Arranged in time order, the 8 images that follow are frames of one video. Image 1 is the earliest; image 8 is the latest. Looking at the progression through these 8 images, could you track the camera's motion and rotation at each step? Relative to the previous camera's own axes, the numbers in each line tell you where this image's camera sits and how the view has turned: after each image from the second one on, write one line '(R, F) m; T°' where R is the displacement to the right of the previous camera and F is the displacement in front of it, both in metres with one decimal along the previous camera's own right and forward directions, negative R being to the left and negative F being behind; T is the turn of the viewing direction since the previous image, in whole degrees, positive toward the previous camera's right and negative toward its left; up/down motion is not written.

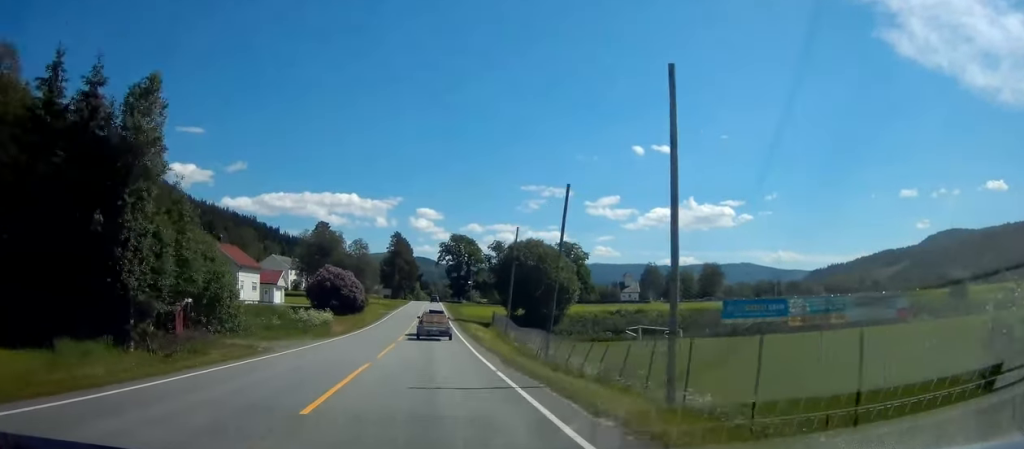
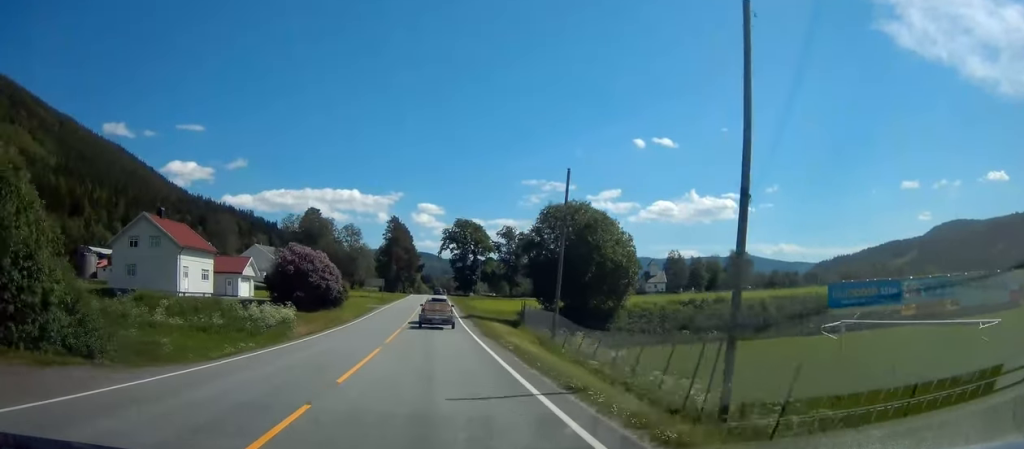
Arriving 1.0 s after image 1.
(0.0, +20.1) m; 0°
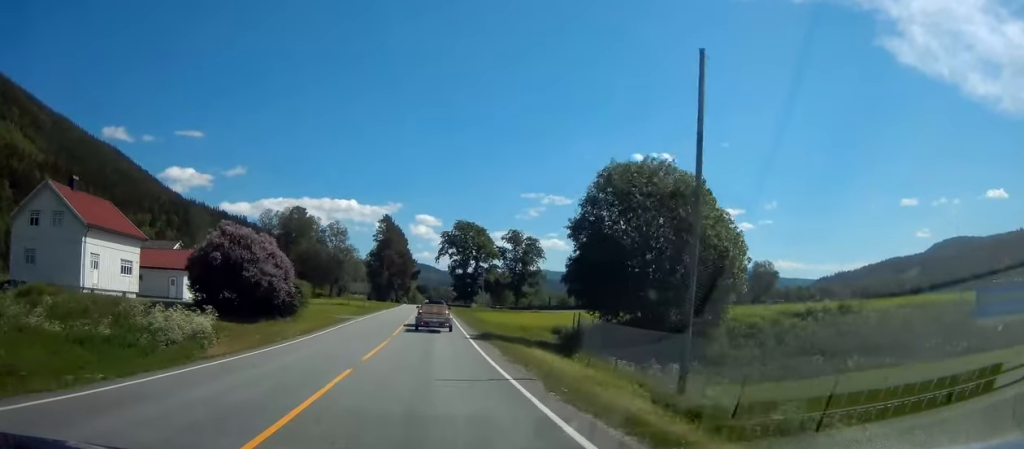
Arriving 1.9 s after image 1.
(-0.1, +18.1) m; -1°
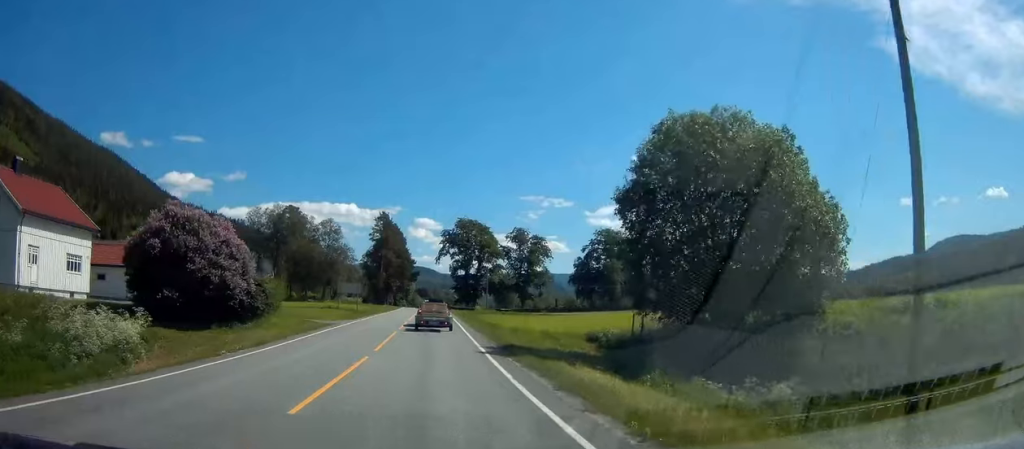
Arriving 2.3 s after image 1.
(0.0, +8.9) m; 0°
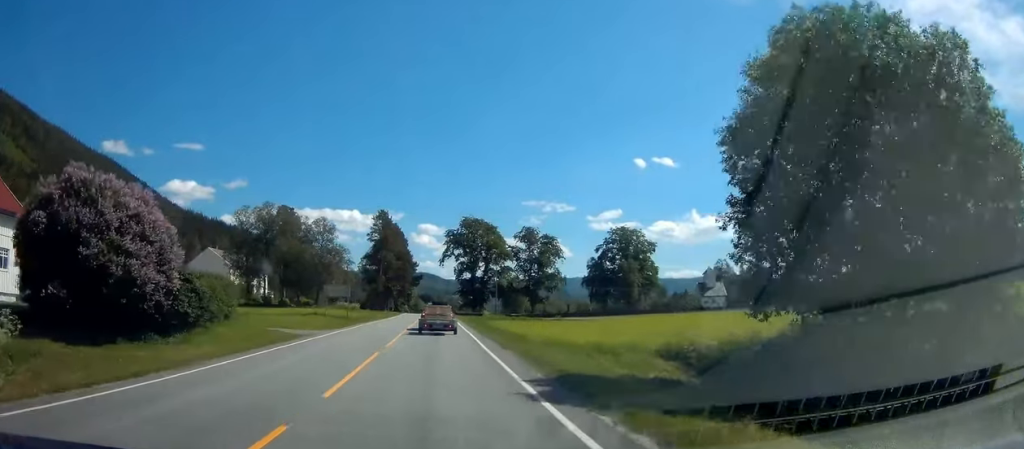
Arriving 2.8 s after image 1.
(-0.2, +9.9) m; 0°
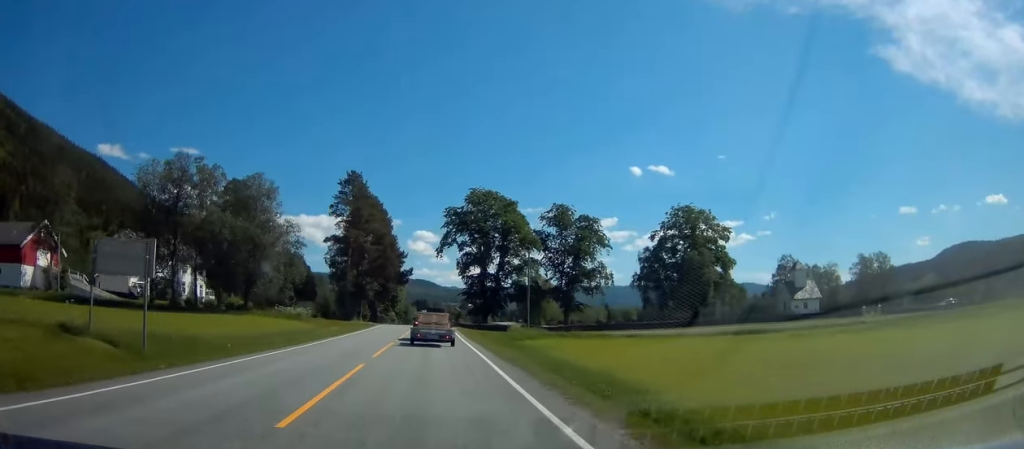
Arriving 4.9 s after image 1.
(+0.7, +39.9) m; +2°
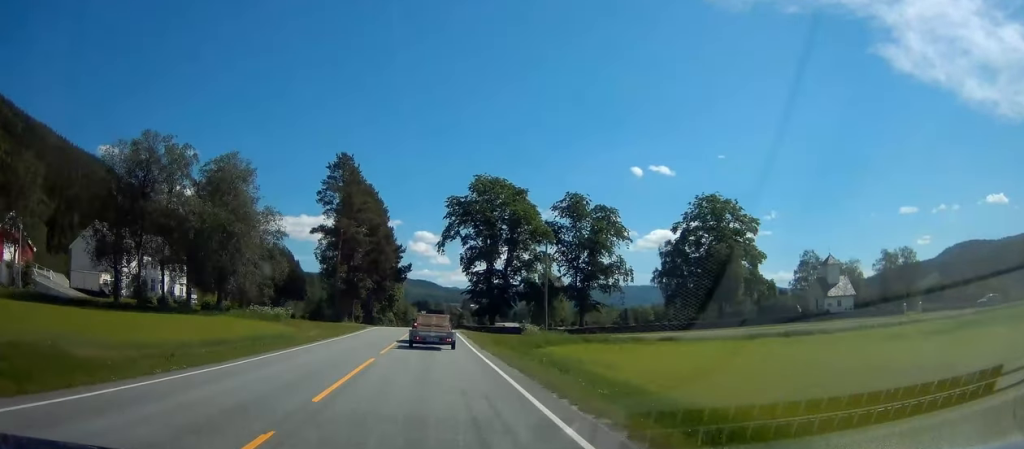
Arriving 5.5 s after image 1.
(0.0, +9.8) m; -1°
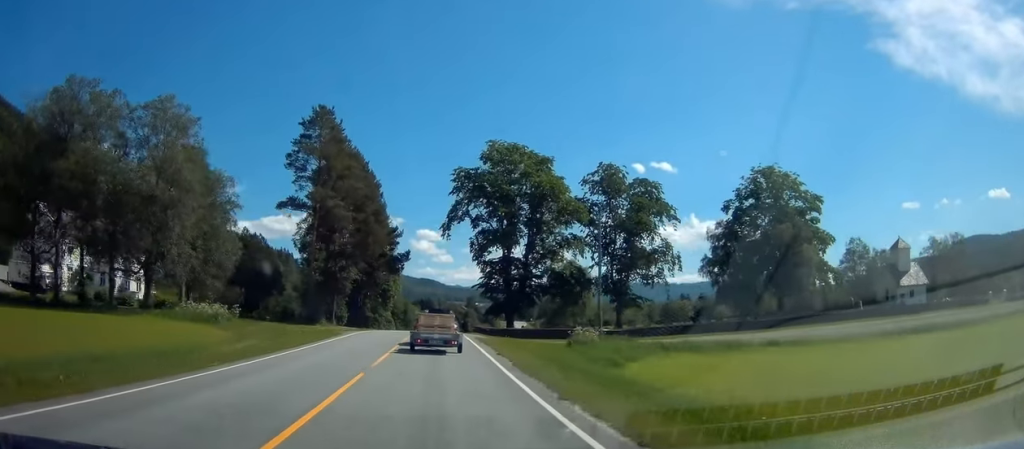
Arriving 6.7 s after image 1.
(-0.4, +17.7) m; -2°
